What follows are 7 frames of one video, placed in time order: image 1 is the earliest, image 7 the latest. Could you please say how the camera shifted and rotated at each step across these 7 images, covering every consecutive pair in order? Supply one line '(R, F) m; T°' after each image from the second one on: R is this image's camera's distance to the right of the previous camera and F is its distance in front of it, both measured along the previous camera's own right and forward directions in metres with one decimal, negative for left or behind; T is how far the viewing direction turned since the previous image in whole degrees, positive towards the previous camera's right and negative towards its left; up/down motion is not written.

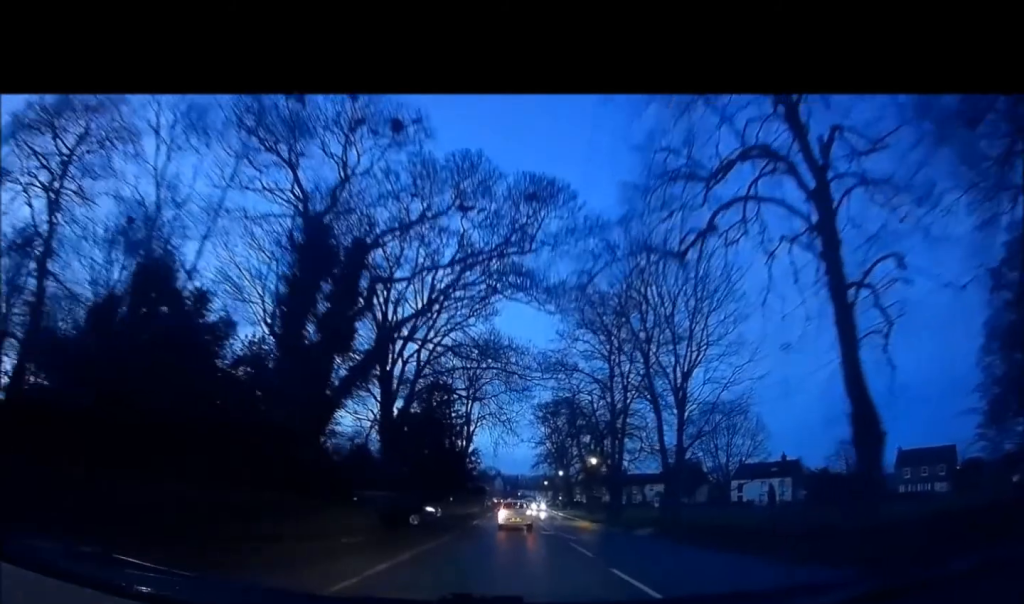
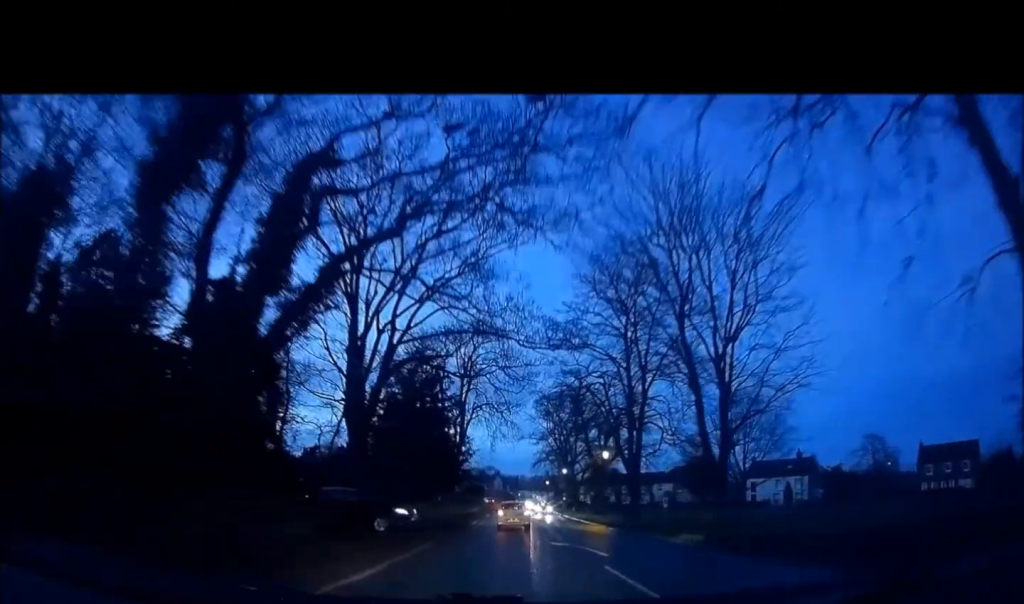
(+0.1, +6.1) m; +1°
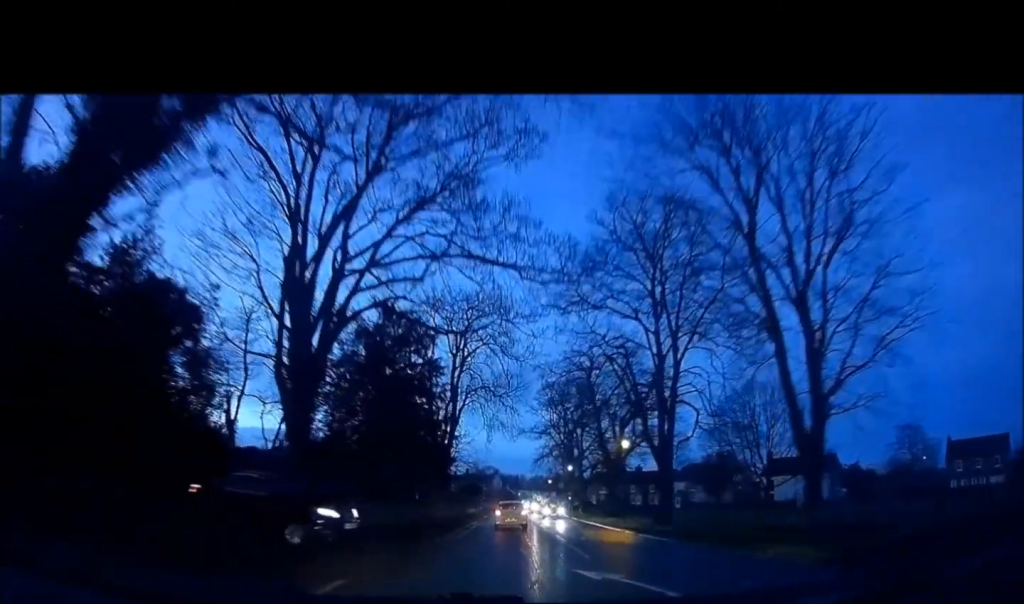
(+0.1, +7.0) m; -1°
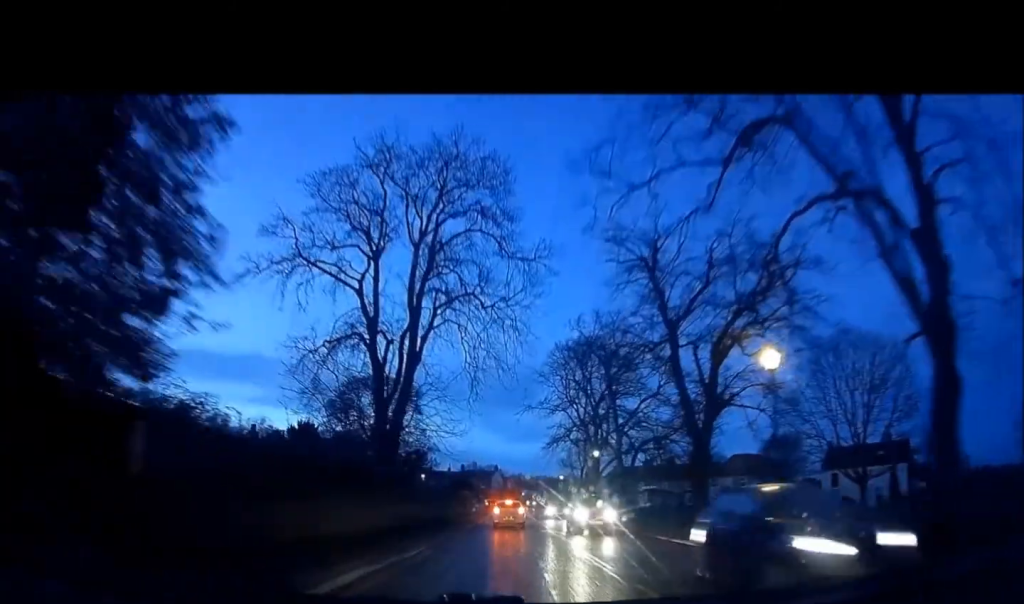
(-0.9, +18.7) m; -5°
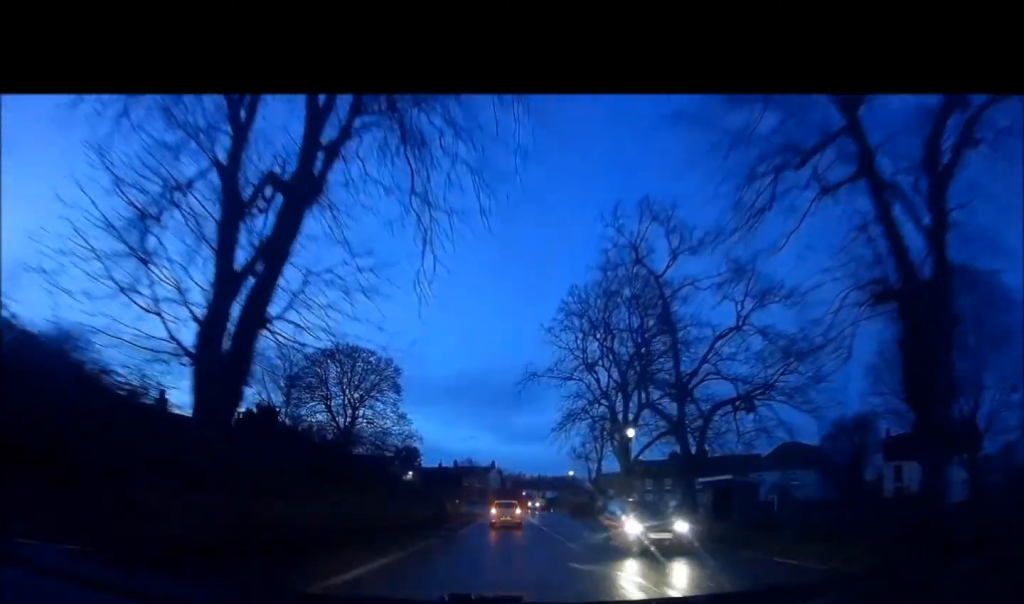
(+0.1, +14.5) m; +2°
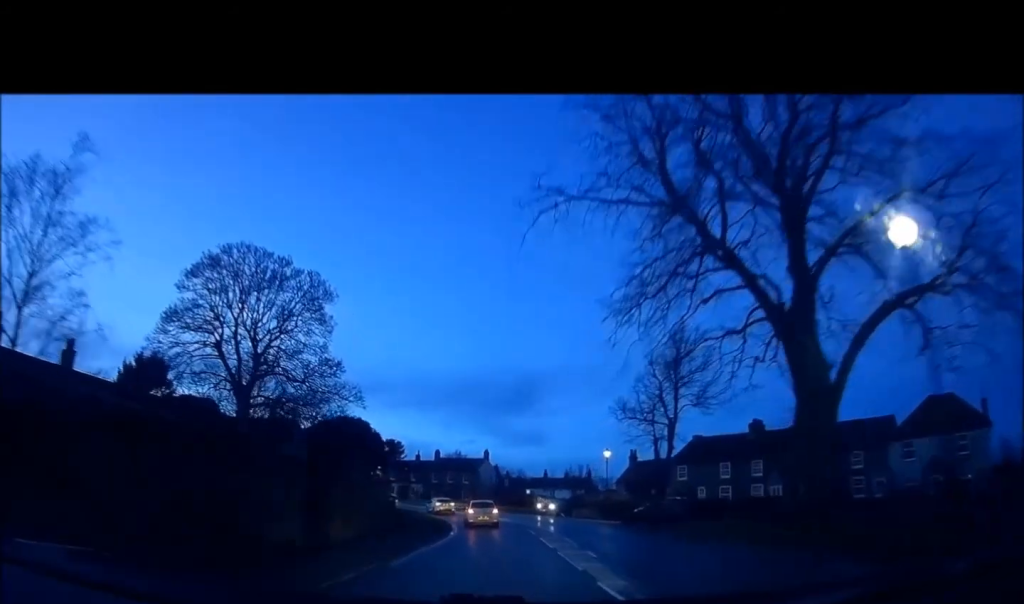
(+0.4, +26.6) m; -1°
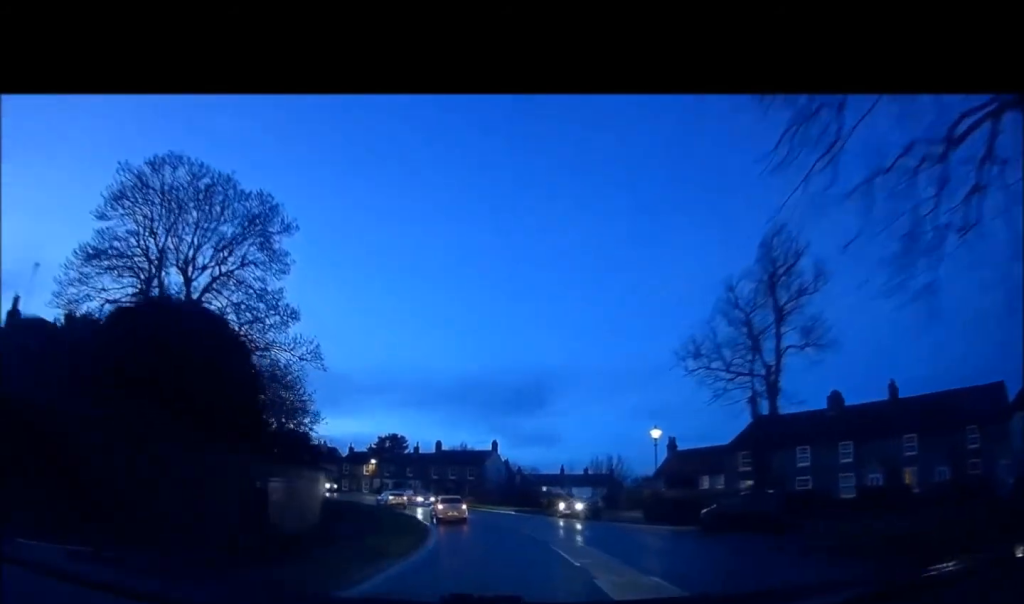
(-0.1, +11.6) m; -3°
